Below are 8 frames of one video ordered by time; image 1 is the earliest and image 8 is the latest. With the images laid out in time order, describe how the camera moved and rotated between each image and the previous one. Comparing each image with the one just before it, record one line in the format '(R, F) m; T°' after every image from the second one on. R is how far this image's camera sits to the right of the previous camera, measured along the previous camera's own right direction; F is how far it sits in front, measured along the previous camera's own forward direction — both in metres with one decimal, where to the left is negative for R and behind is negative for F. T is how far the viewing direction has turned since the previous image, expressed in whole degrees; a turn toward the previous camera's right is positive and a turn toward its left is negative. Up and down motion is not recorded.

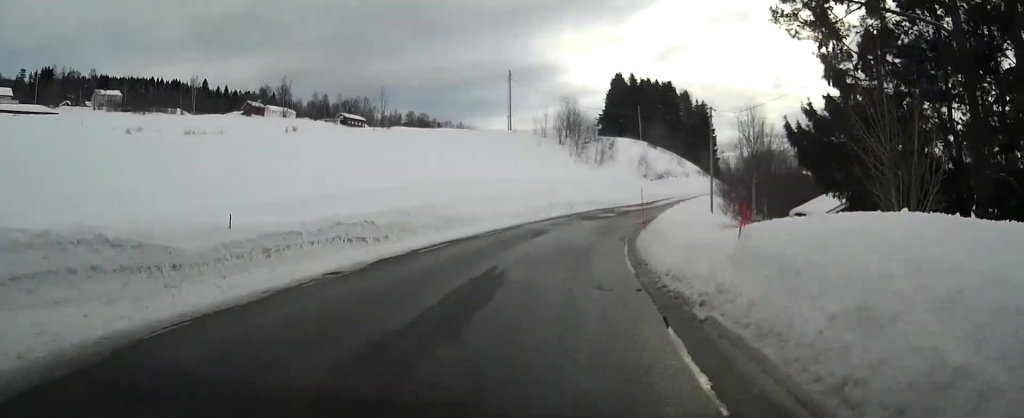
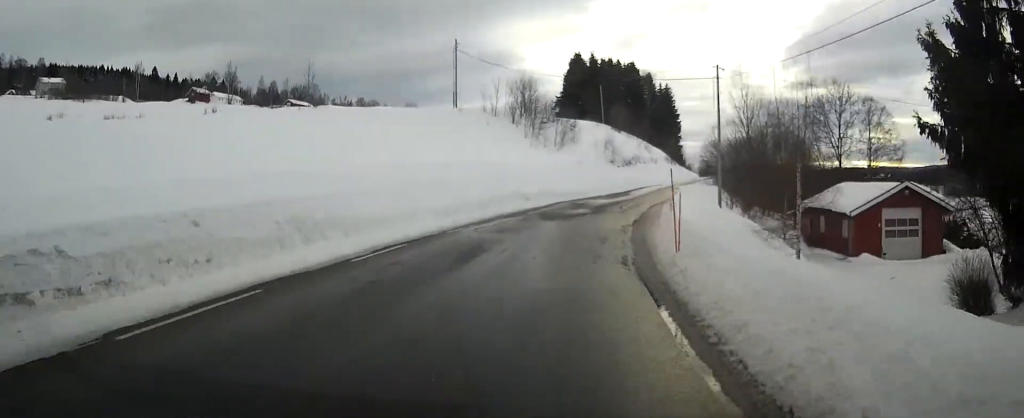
(+0.4, +10.2) m; +4°
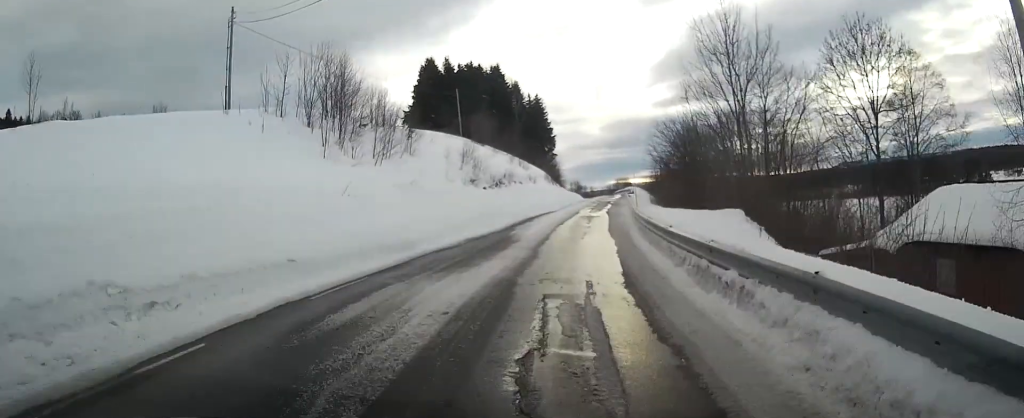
(+2.0, +23.8) m; +11°
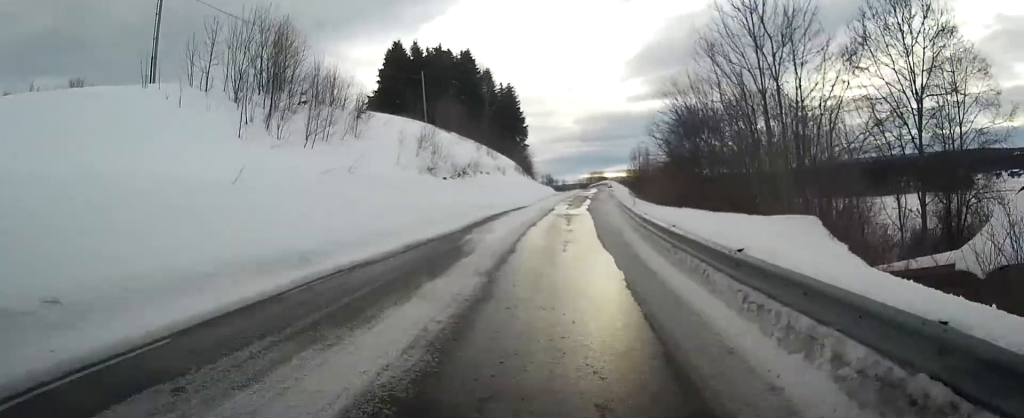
(+0.3, +6.1) m; +3°
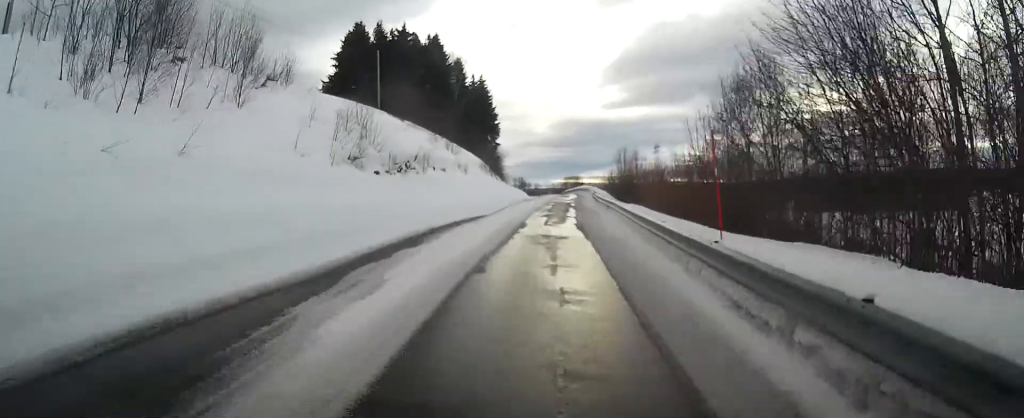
(+0.4, +10.9) m; +5°
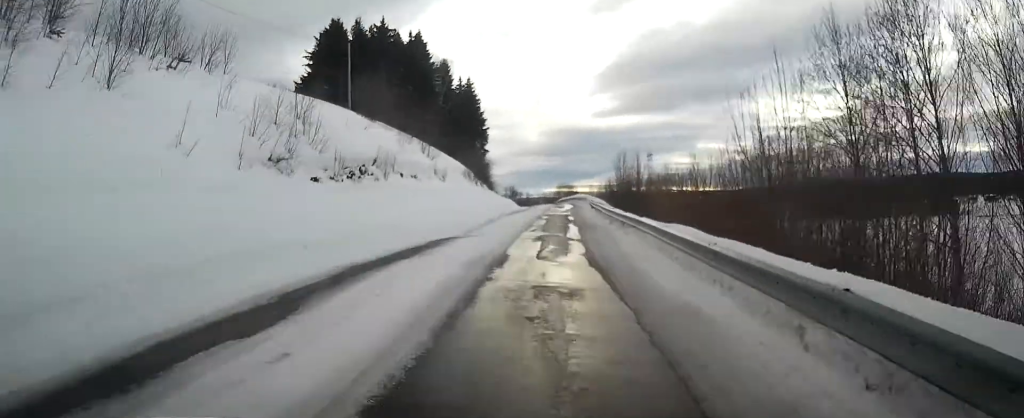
(+0.3, +7.2) m; +2°
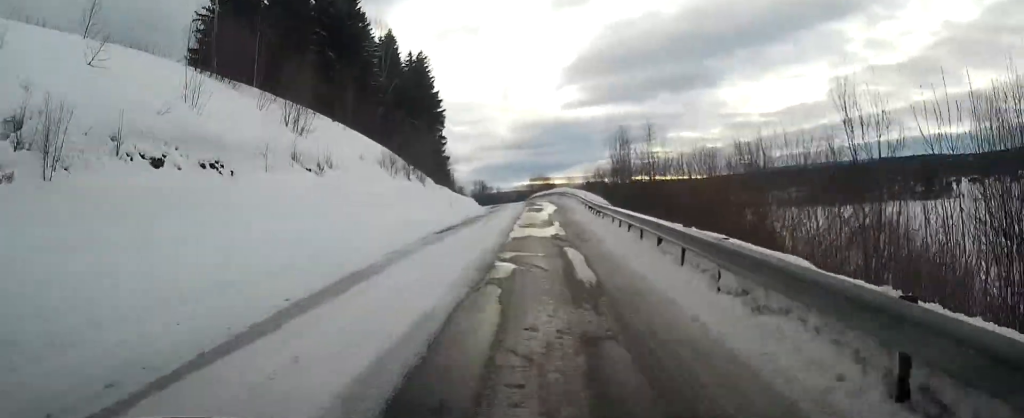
(+0.7, +20.3) m; +2°
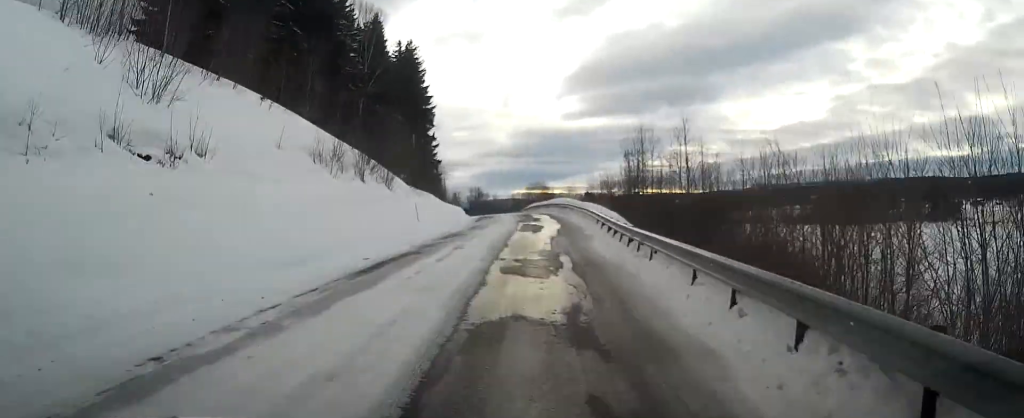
(-0.1, +10.5) m; +1°
